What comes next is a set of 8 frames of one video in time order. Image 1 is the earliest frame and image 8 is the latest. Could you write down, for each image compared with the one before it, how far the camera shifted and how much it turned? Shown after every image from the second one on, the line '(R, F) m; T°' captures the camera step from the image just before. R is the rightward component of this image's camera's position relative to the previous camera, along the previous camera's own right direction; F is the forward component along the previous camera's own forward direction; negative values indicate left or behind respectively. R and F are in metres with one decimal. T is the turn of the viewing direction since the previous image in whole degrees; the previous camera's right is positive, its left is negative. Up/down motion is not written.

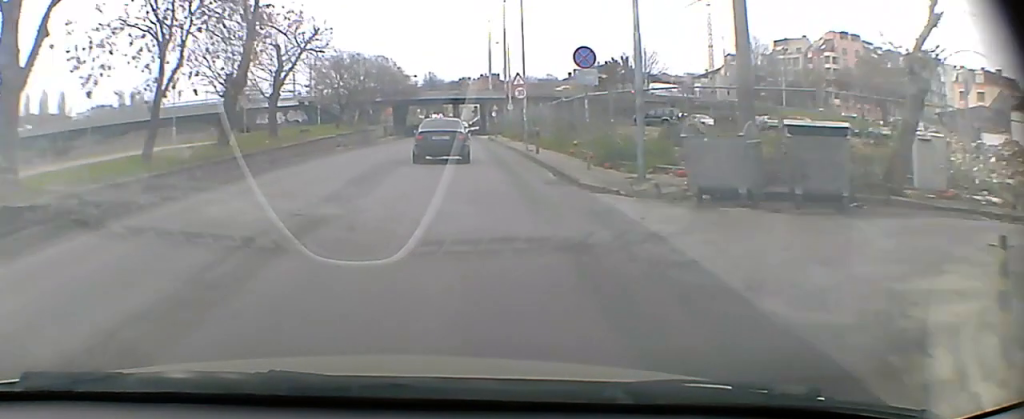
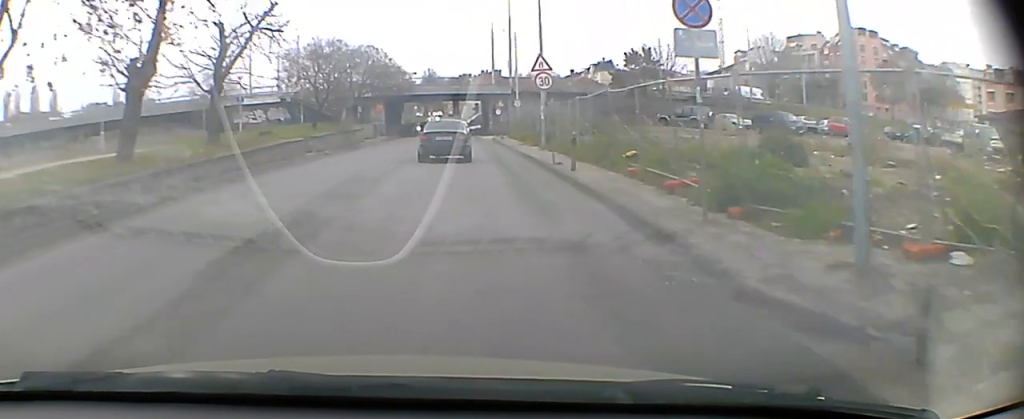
(0.0, +9.9) m; 0°
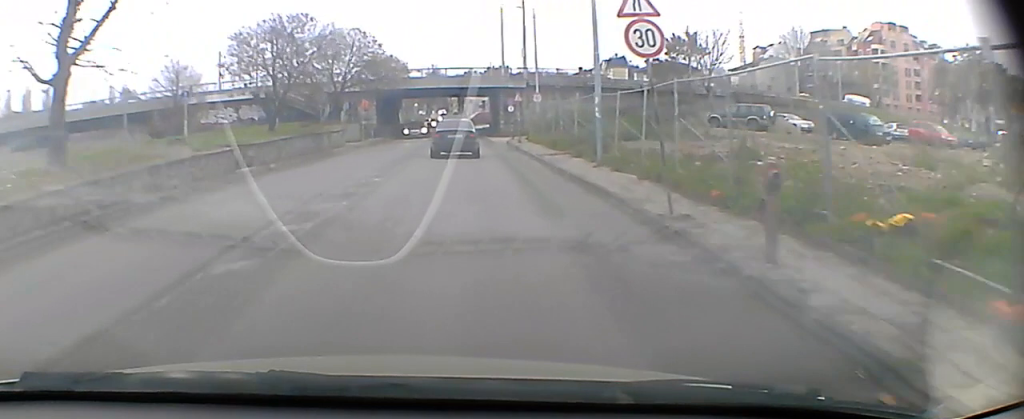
(0.0, +12.1) m; 0°
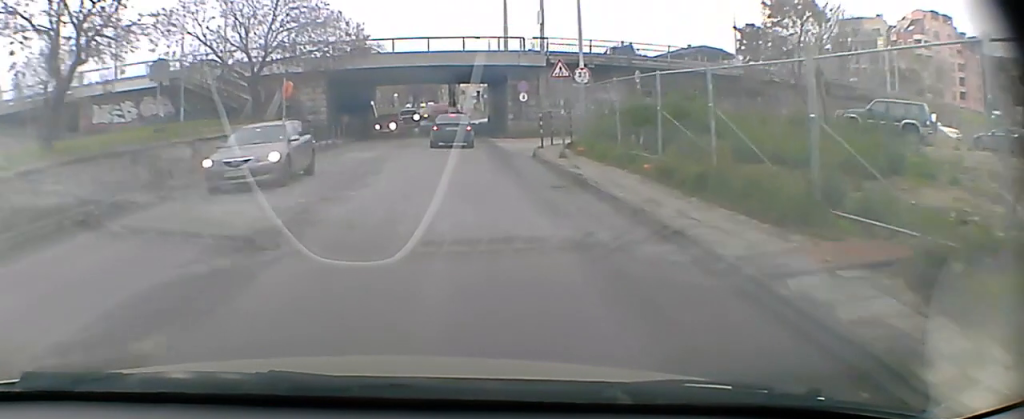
(-0.1, +19.5) m; 0°
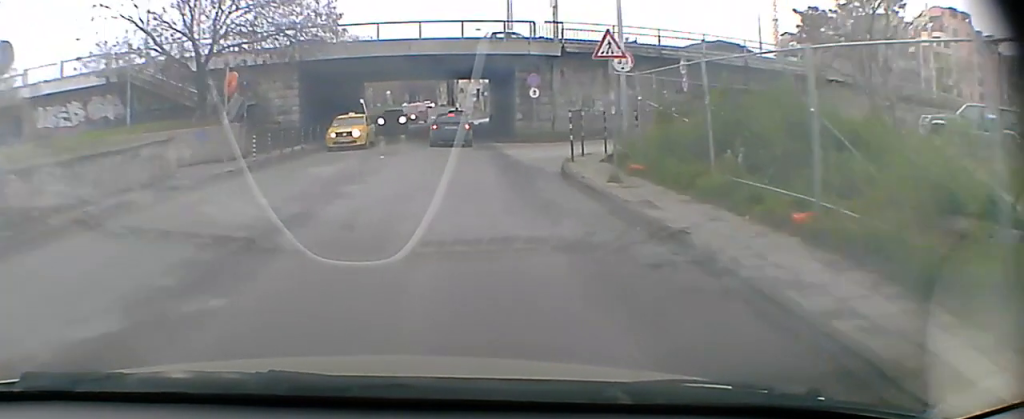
(0.0, +7.3) m; 0°
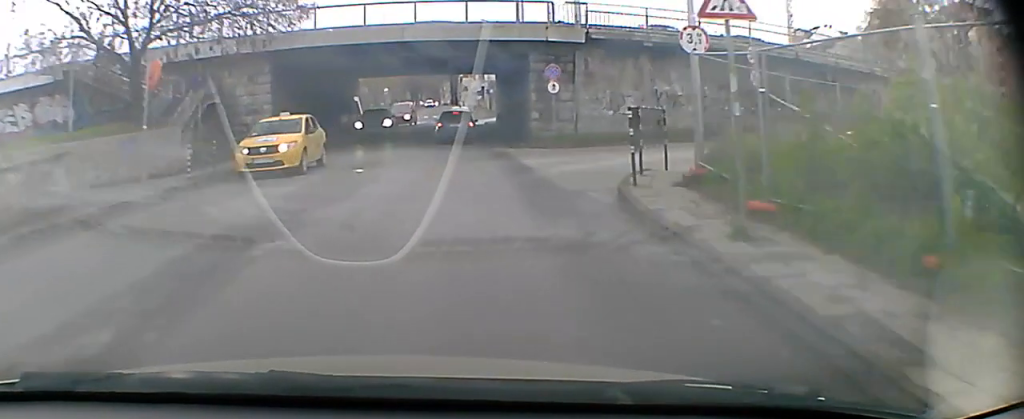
(0.0, +6.2) m; 0°
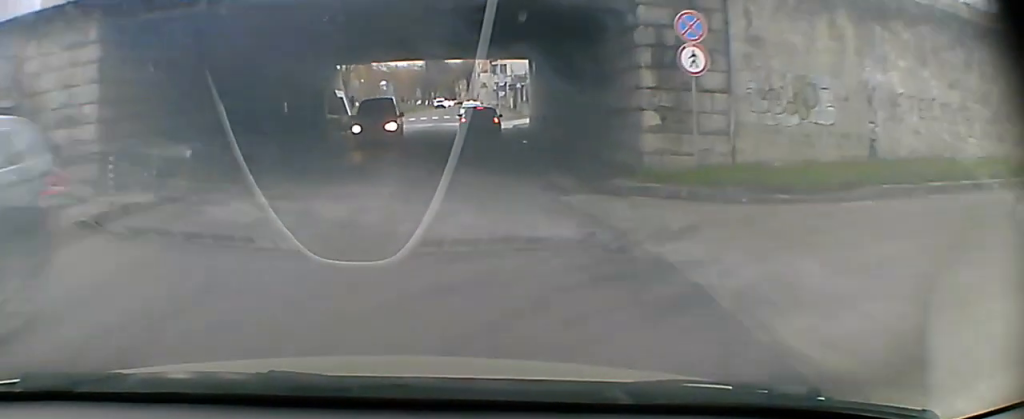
(-0.2, +16.6) m; -1°
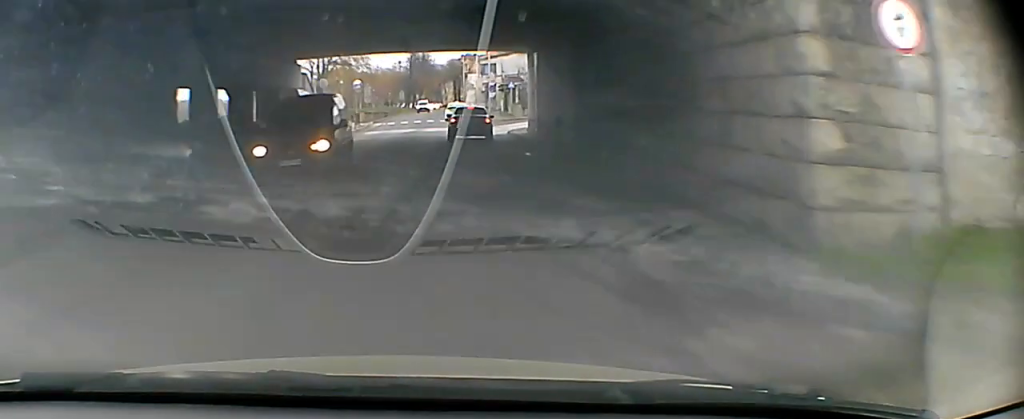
(0.0, +7.2) m; 0°
